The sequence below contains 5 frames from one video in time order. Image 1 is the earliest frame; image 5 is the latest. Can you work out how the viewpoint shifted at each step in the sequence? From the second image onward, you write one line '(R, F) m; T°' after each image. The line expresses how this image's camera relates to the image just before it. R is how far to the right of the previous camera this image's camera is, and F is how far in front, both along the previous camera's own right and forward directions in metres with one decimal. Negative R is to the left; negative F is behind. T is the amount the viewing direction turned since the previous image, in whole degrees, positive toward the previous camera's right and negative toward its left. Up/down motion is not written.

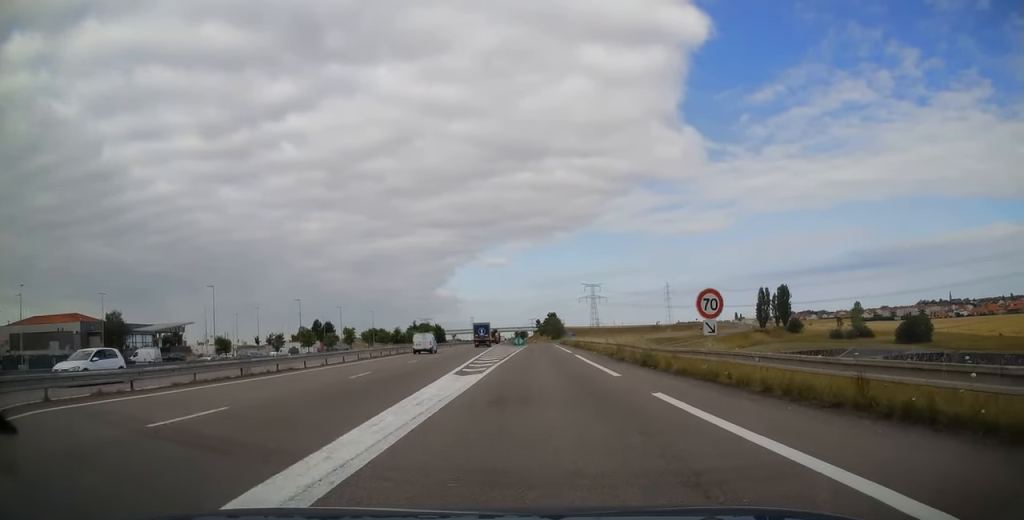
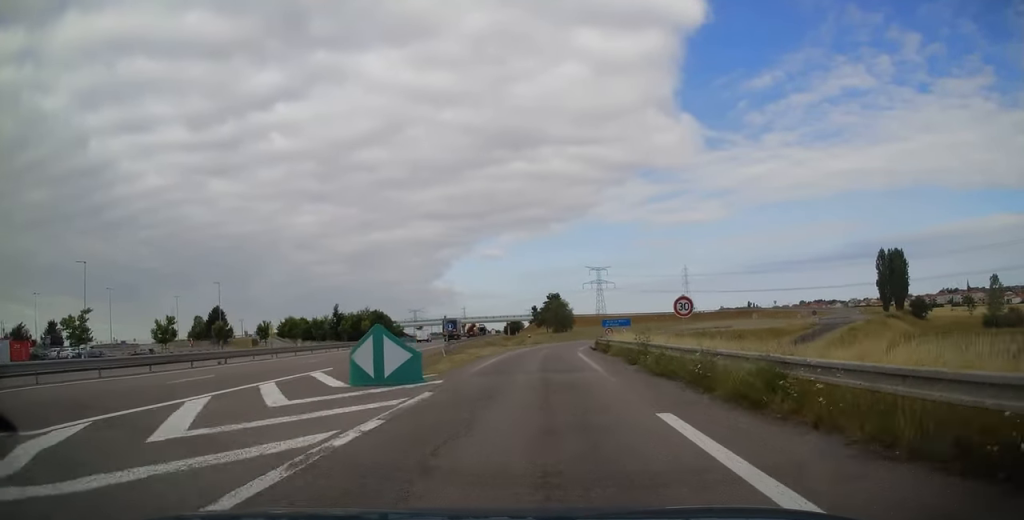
(+0.8, +84.4) m; +1°
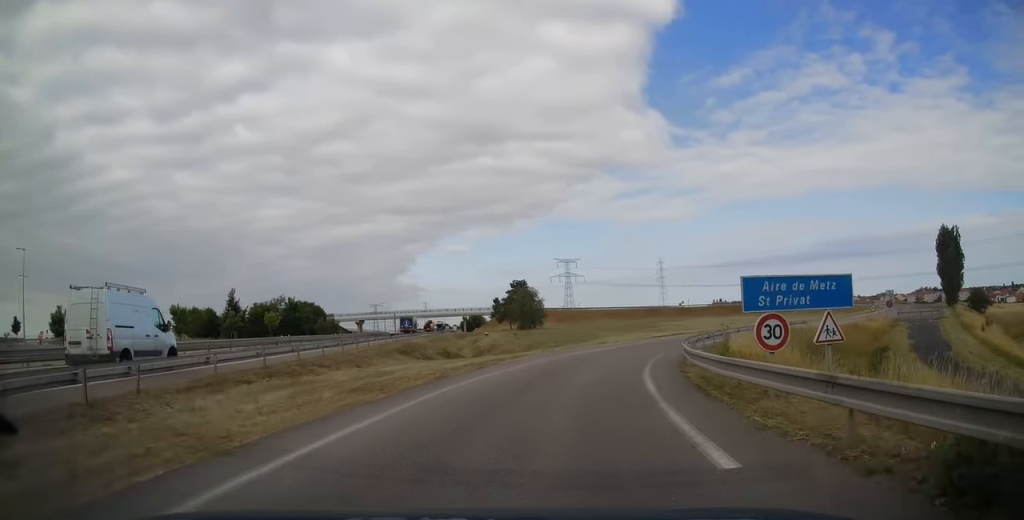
(+0.6, +37.4) m; +3°
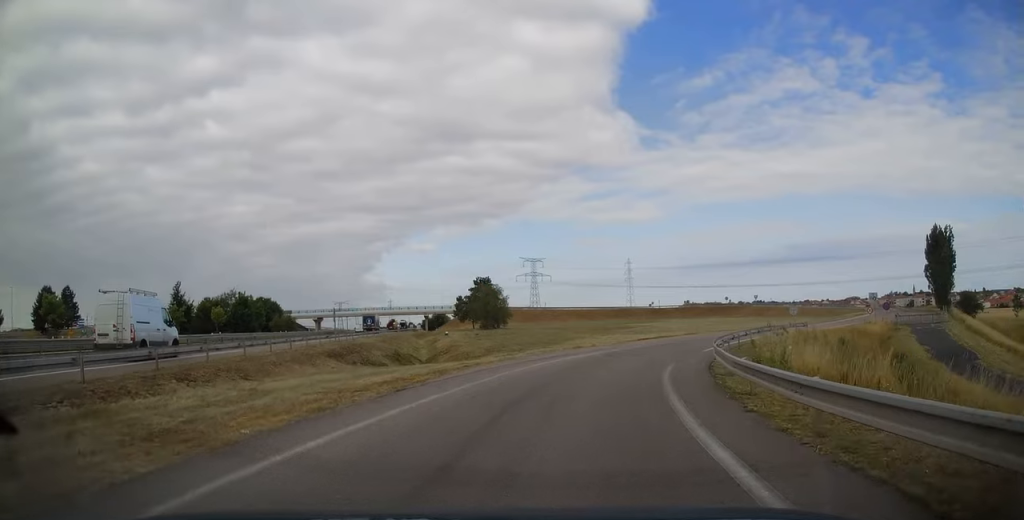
(+0.2, +7.6) m; +2°
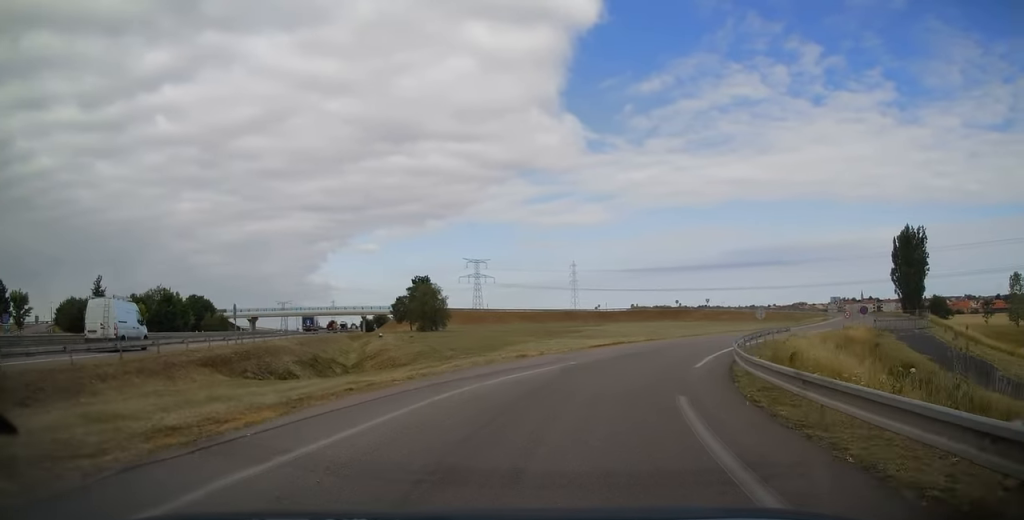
(-0.1, +8.2) m; +3°
